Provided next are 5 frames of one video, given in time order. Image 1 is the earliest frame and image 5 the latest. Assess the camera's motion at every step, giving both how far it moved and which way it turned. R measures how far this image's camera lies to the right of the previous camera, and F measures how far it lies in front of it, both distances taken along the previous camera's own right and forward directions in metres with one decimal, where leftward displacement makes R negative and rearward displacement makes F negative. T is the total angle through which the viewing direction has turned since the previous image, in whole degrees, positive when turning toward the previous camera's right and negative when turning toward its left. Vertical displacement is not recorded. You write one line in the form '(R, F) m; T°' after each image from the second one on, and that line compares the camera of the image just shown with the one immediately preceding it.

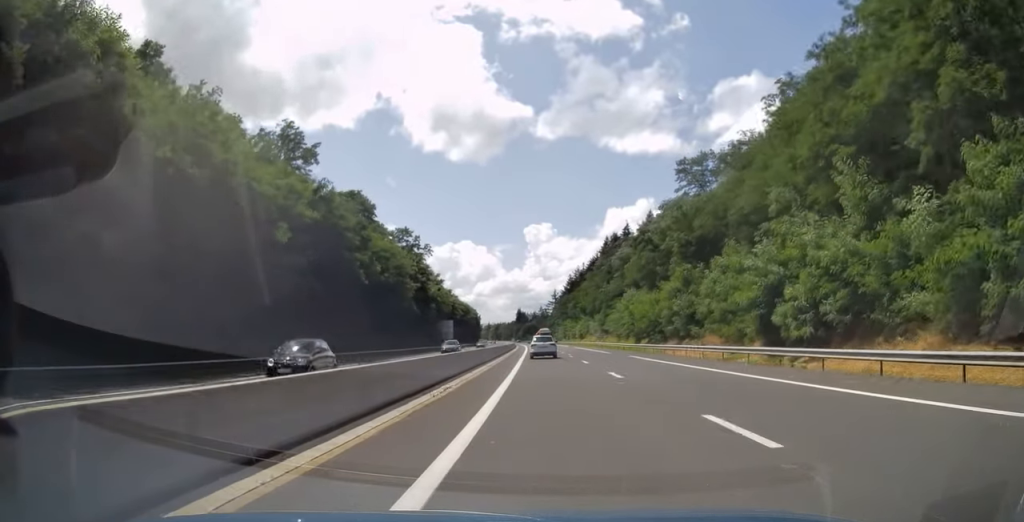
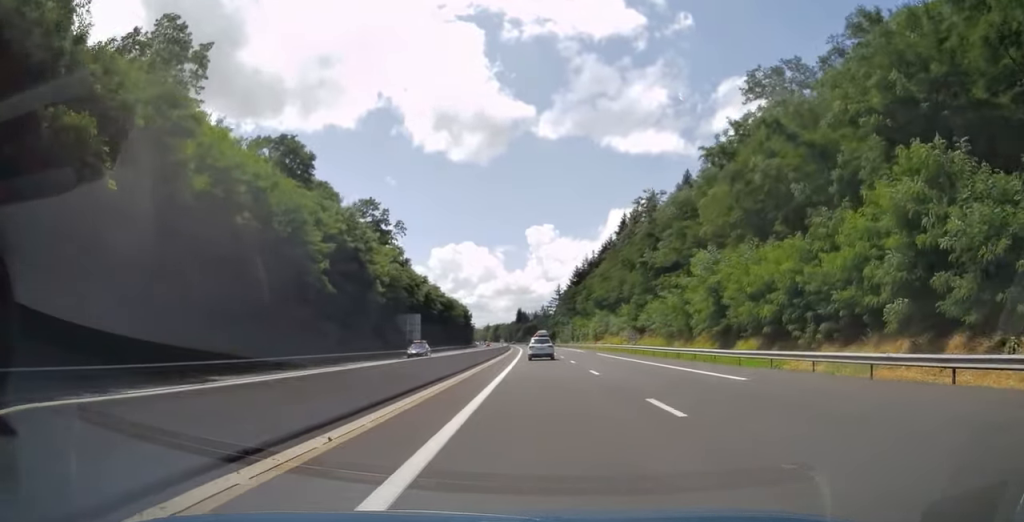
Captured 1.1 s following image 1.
(0.0, +35.7) m; 0°
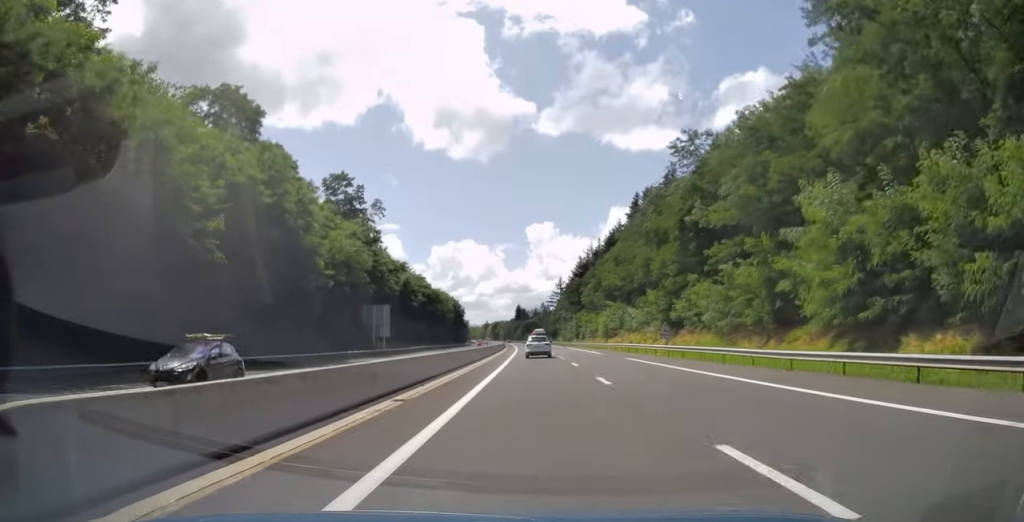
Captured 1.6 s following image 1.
(0.0, +18.7) m; 0°
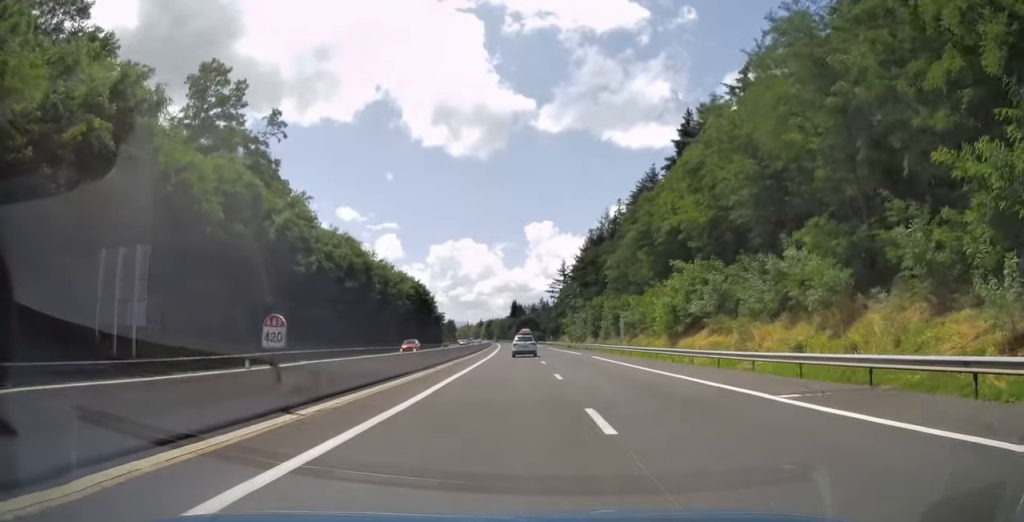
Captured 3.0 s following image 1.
(0.0, +47.5) m; 0°
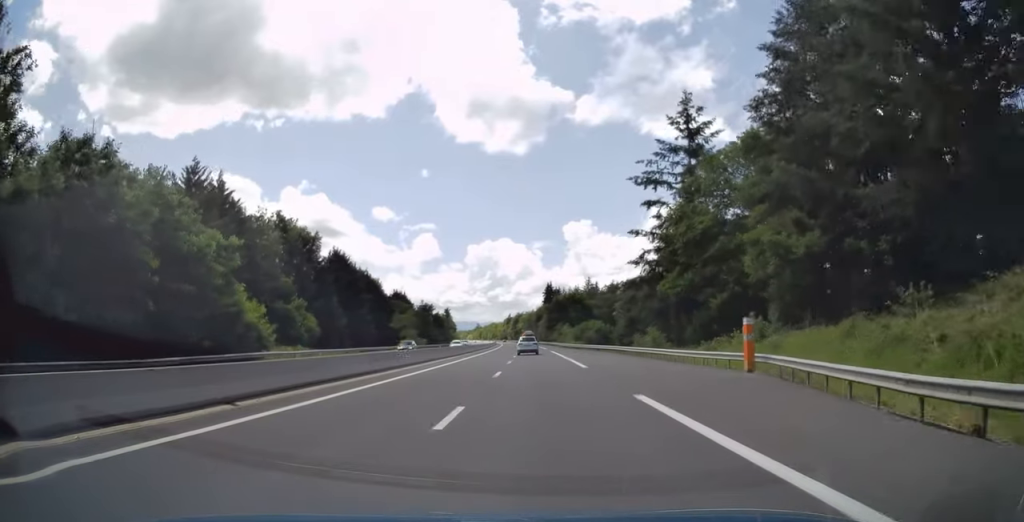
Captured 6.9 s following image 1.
(-3.3, +128.4) m; -3°
